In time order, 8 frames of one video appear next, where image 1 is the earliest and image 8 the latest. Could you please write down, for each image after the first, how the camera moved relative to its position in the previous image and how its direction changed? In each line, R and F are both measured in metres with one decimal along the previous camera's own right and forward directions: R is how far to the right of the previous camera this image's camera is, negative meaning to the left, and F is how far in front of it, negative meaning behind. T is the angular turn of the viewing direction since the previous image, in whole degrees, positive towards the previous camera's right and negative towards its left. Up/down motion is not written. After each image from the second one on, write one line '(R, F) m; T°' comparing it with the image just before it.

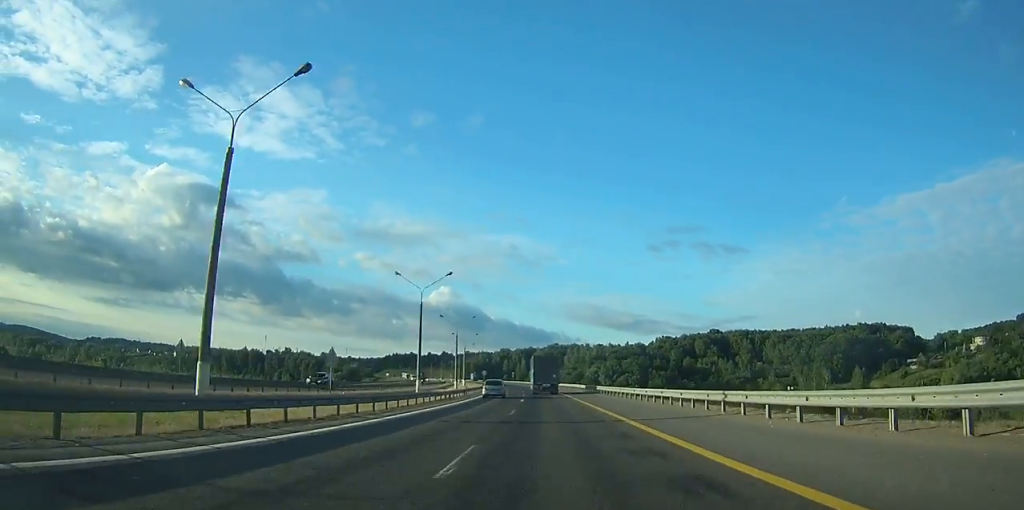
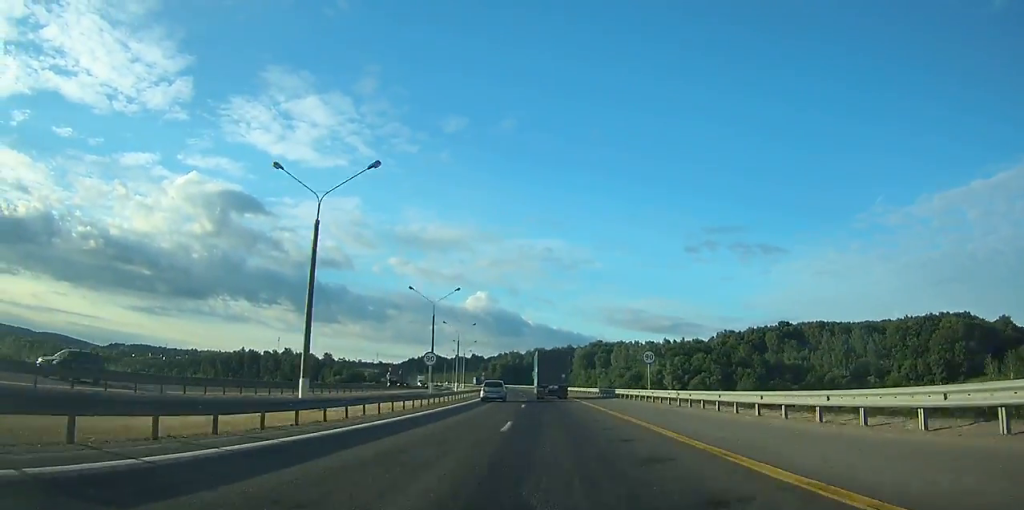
(-2.3, +67.3) m; -4°
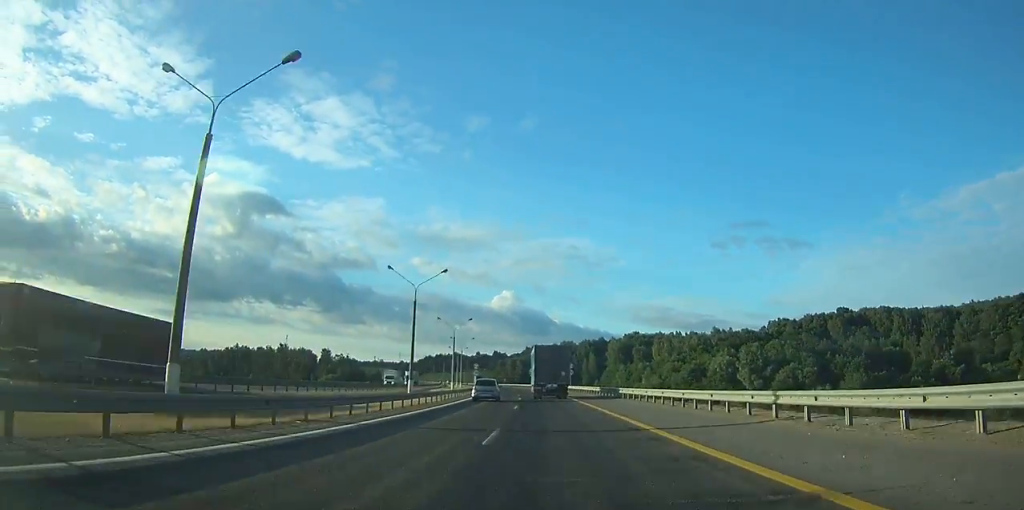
(-1.0, +50.1) m; -3°
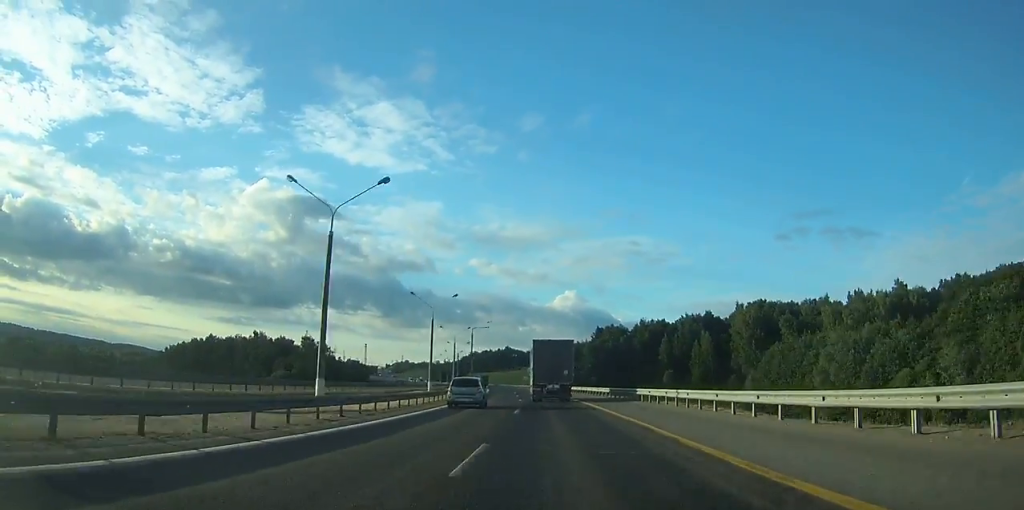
(-6.3, +118.9) m; -7°
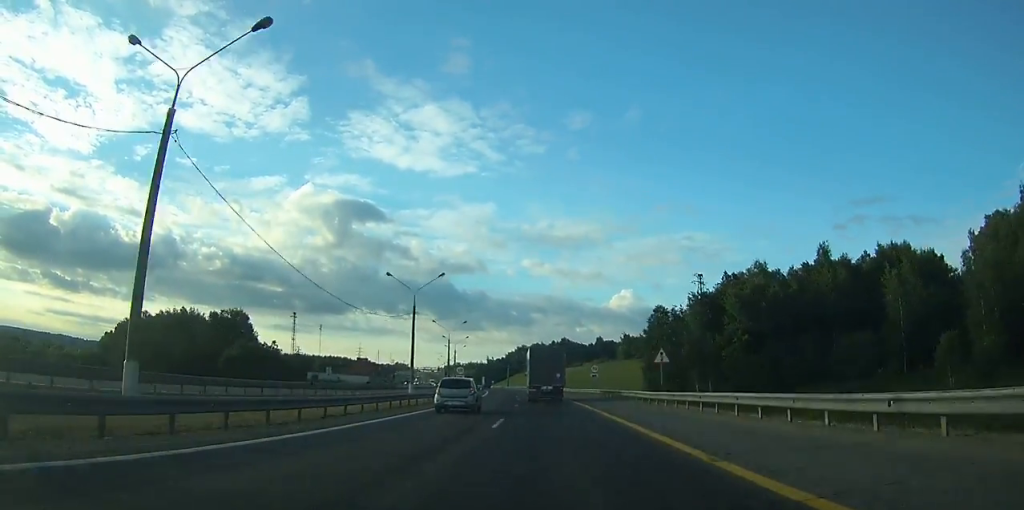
(-5.8, +102.9) m; -6°
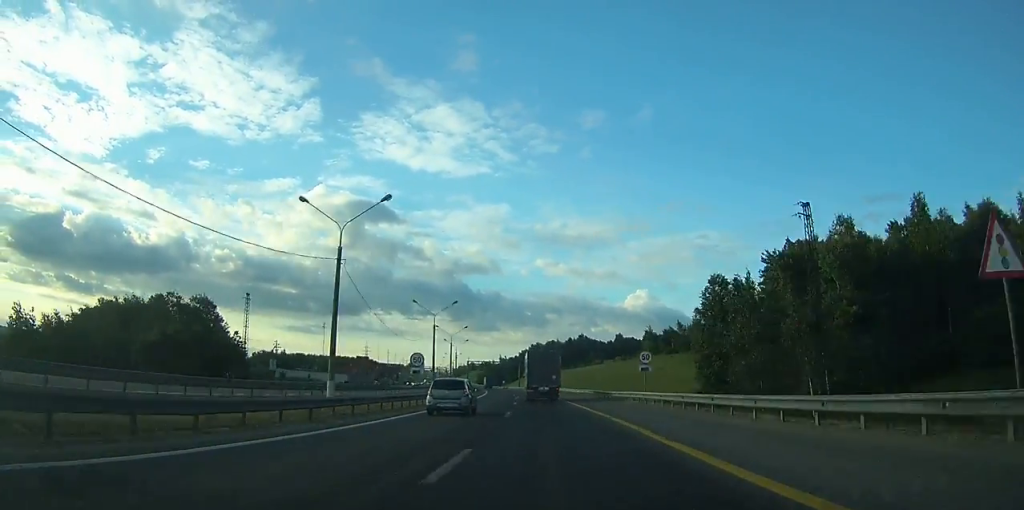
(-0.3, +24.3) m; -1°
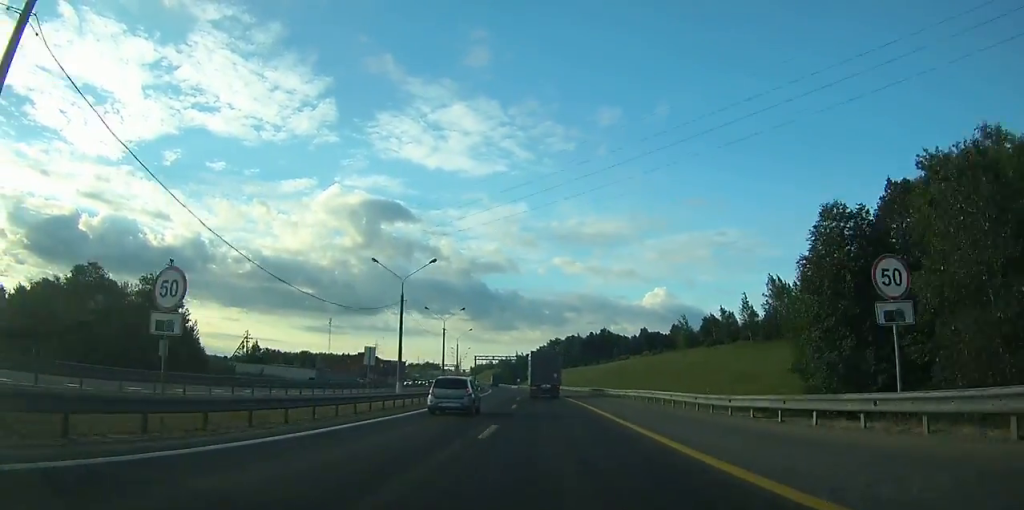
(-0.3, +24.9) m; -1°
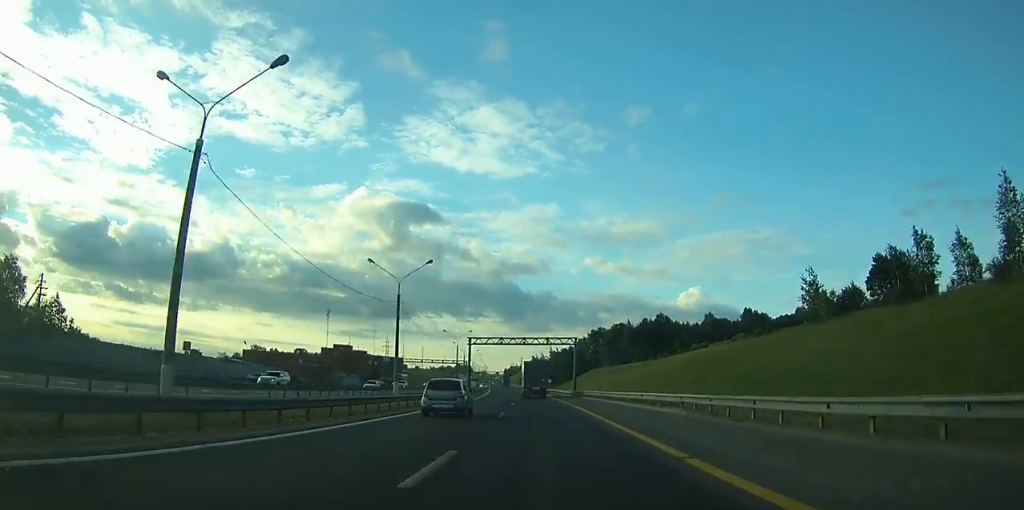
(-2.2, +65.6) m; -4°
